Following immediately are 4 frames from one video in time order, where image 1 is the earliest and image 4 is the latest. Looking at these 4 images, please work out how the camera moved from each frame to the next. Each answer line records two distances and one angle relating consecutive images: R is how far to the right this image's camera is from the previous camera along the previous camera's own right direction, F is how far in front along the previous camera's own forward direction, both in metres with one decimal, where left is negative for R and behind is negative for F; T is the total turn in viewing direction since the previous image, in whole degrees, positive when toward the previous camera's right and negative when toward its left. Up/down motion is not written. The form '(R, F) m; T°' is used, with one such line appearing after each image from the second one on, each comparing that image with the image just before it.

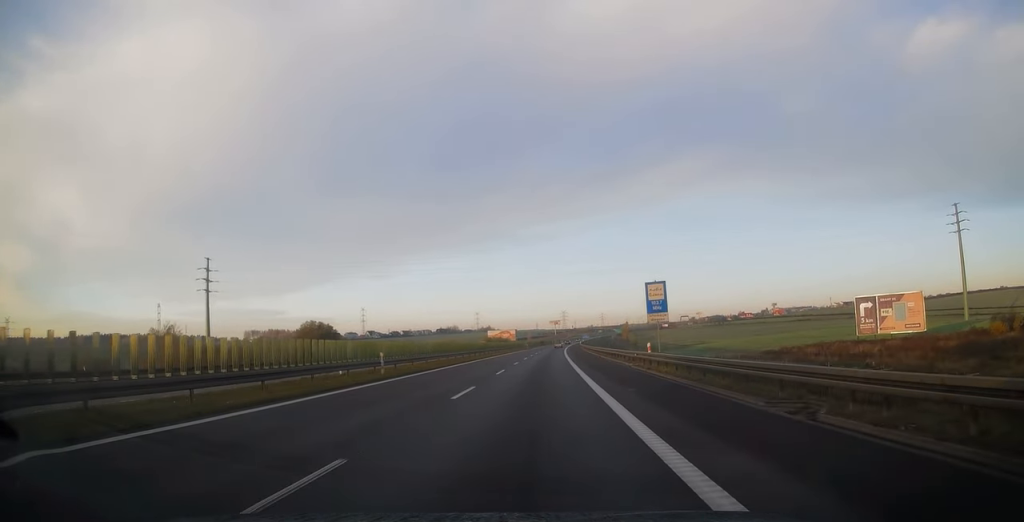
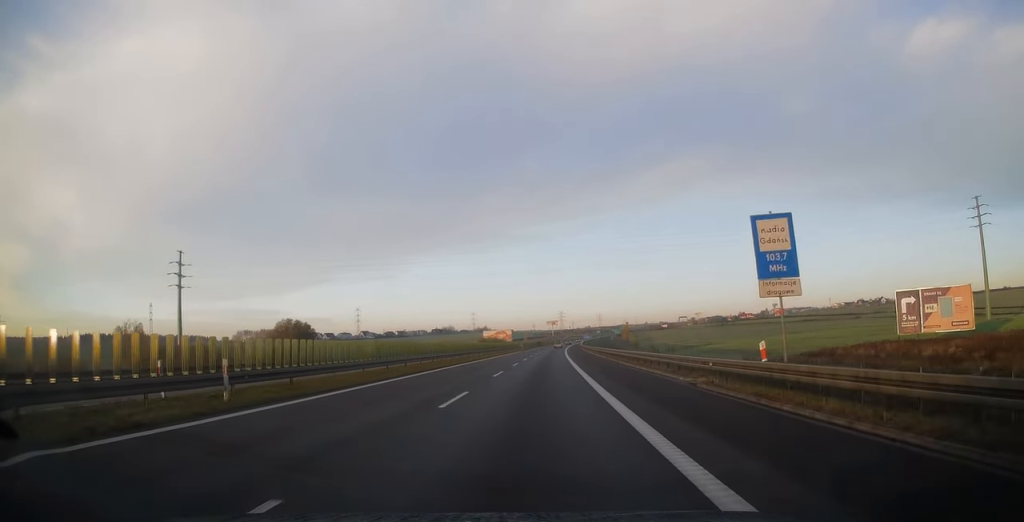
(0.0, +13.9) m; 0°
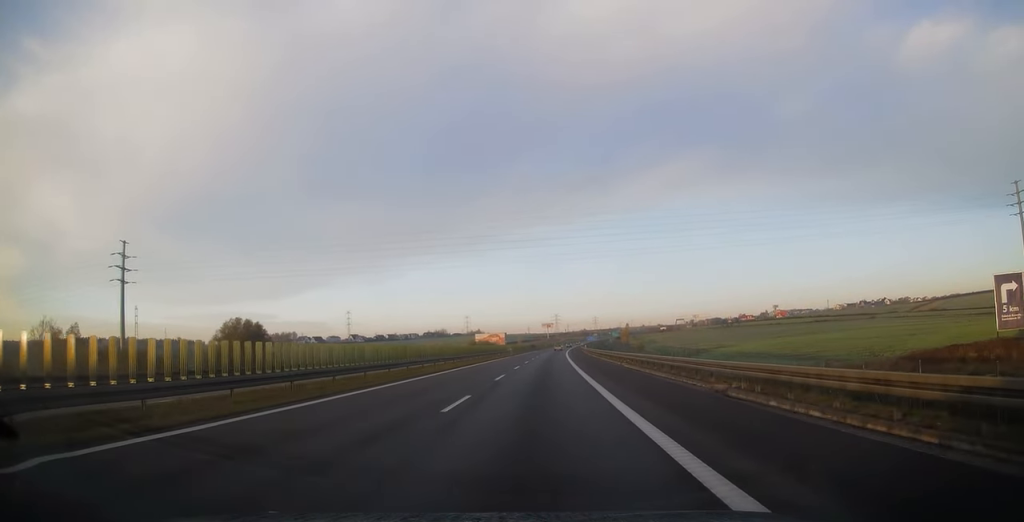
(0.0, +24.2) m; 0°
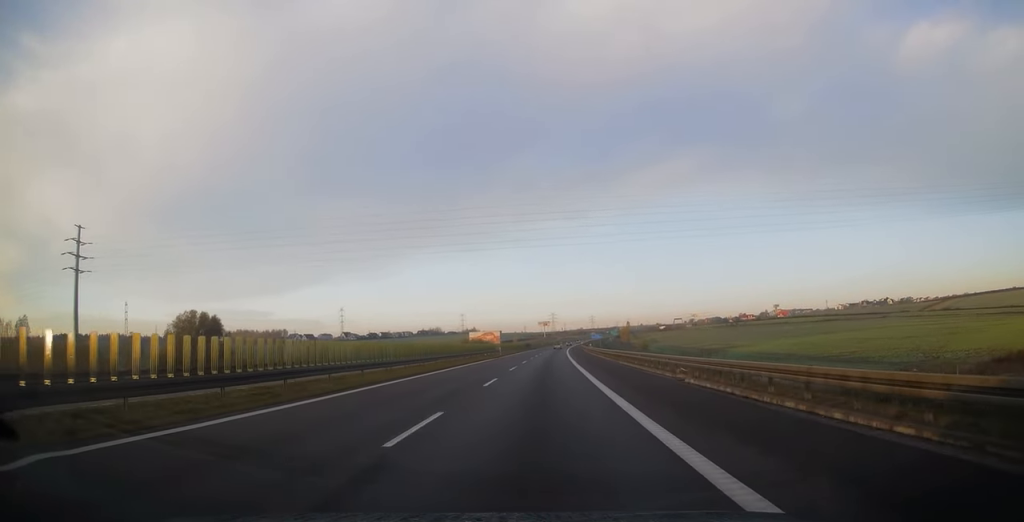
(0.0, +16.7) m; +1°
